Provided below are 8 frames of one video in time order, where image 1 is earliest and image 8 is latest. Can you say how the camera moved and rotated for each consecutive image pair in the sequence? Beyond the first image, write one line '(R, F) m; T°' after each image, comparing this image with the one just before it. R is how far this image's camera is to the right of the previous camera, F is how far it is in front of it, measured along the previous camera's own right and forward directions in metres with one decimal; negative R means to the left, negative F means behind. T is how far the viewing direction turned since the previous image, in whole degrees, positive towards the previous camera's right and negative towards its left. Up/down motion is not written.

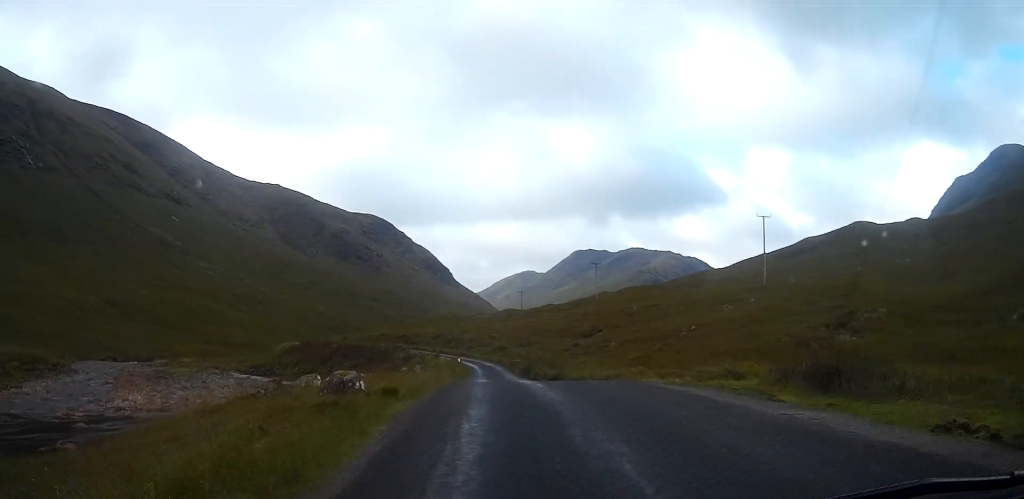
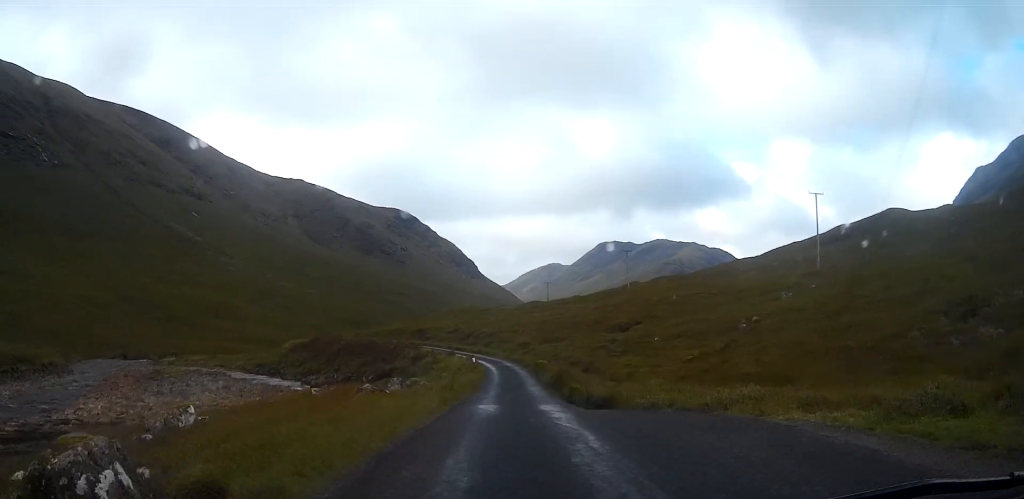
(-0.2, +10.9) m; -2°
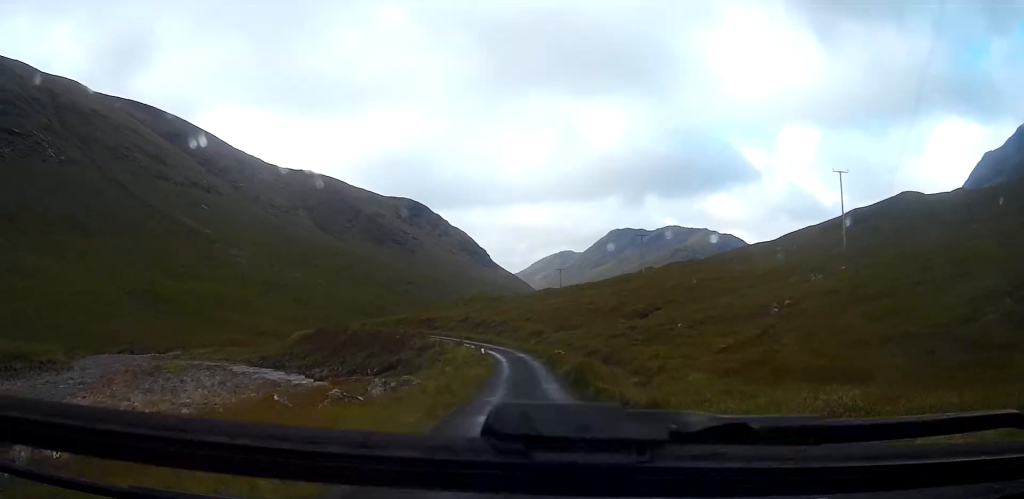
(0.0, +4.4) m; -1°
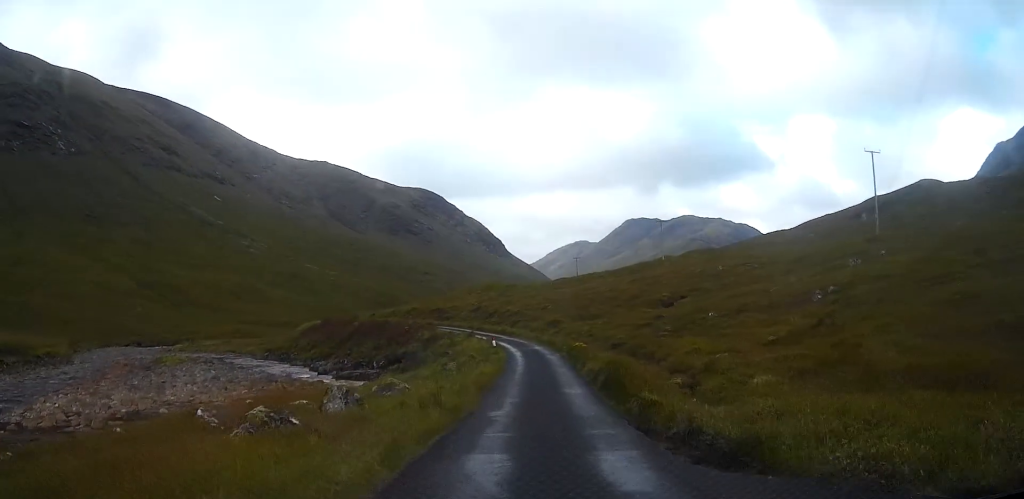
(0.0, +5.1) m; -1°
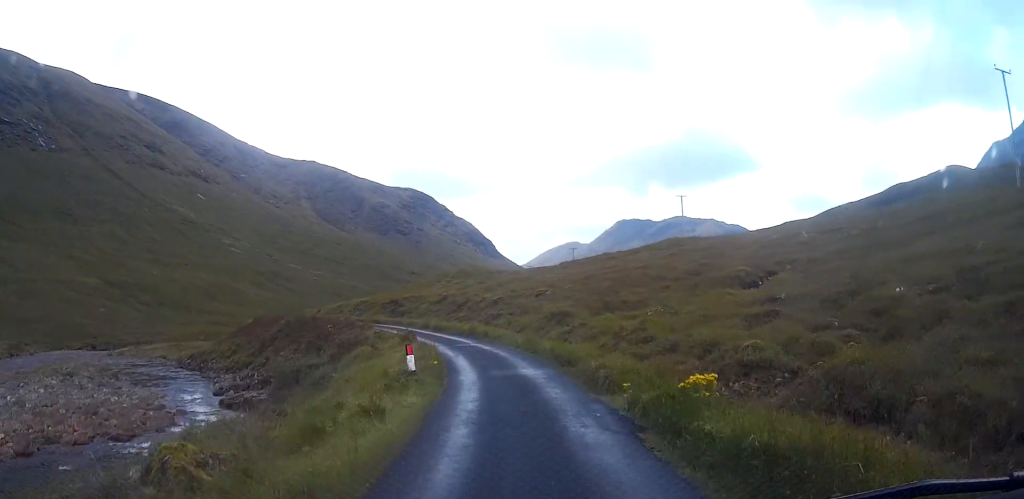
(-0.6, +27.5) m; -1°
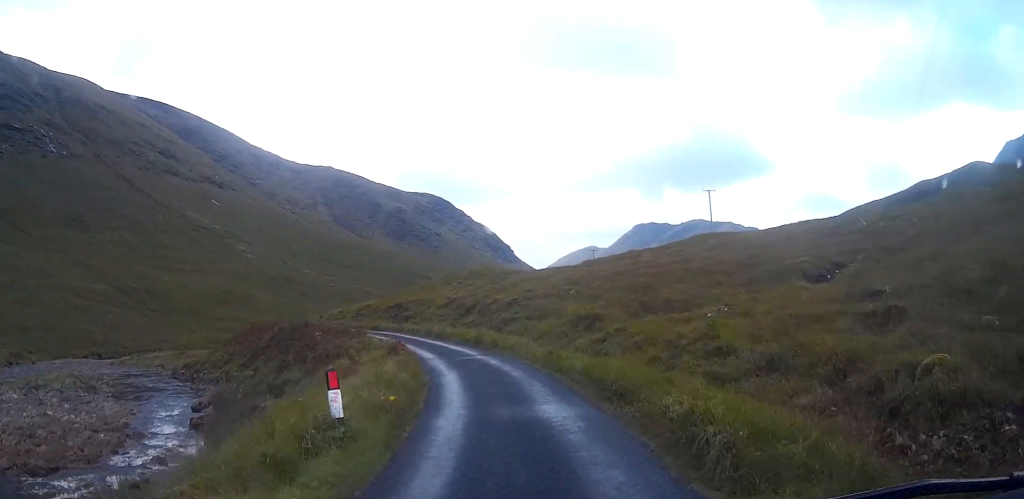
(0.0, +7.2) m; -1°
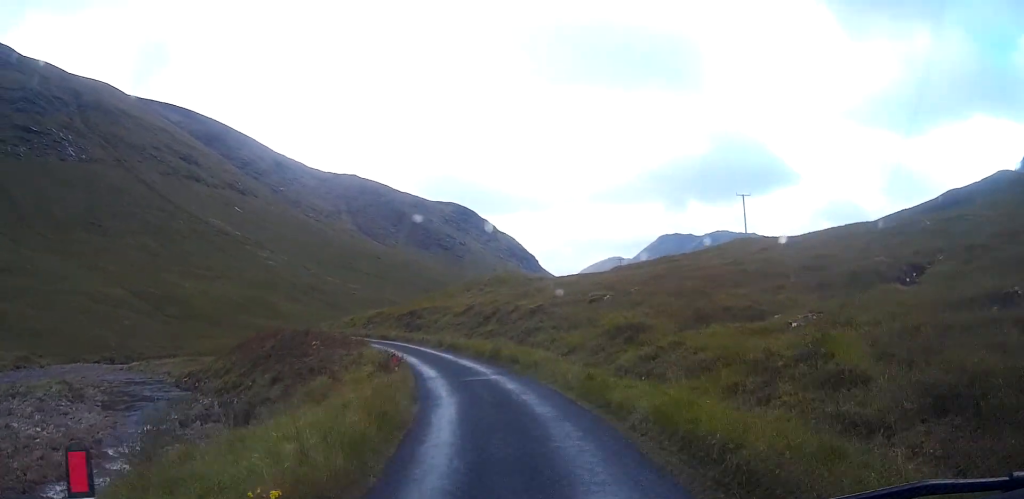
(+0.1, +5.4) m; -1°
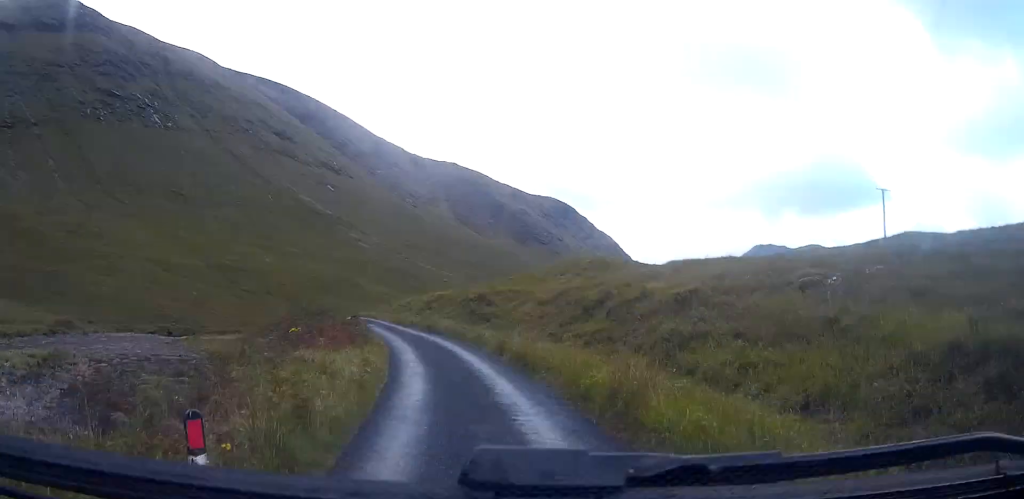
(-1.3, +16.1) m; -9°
